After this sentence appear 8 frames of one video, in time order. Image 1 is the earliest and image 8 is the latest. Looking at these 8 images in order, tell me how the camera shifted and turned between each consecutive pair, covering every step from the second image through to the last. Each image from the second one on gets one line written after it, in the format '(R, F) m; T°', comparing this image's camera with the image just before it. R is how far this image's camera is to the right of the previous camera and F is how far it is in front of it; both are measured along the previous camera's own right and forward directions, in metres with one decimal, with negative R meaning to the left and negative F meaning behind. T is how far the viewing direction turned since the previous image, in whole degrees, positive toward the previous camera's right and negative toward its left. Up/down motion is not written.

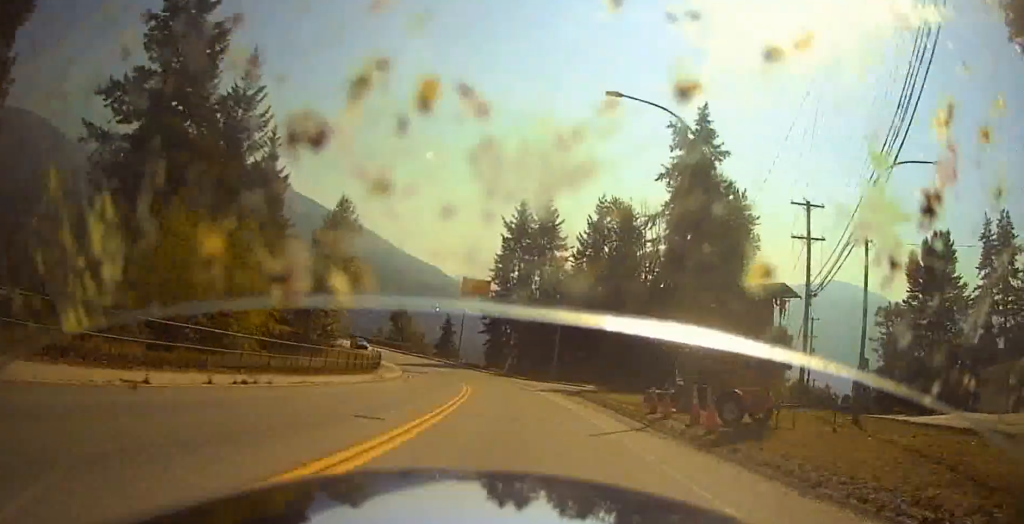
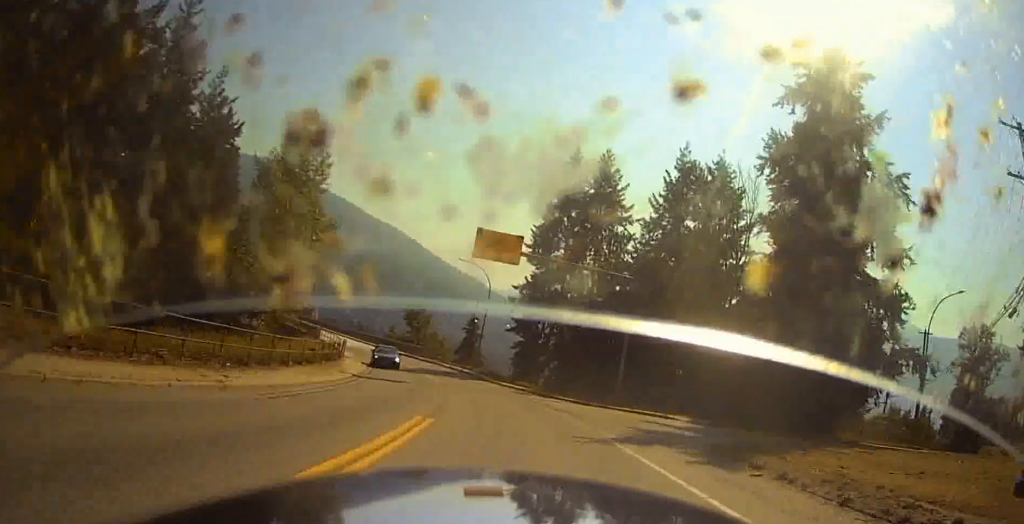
(-0.4, +26.2) m; -4°
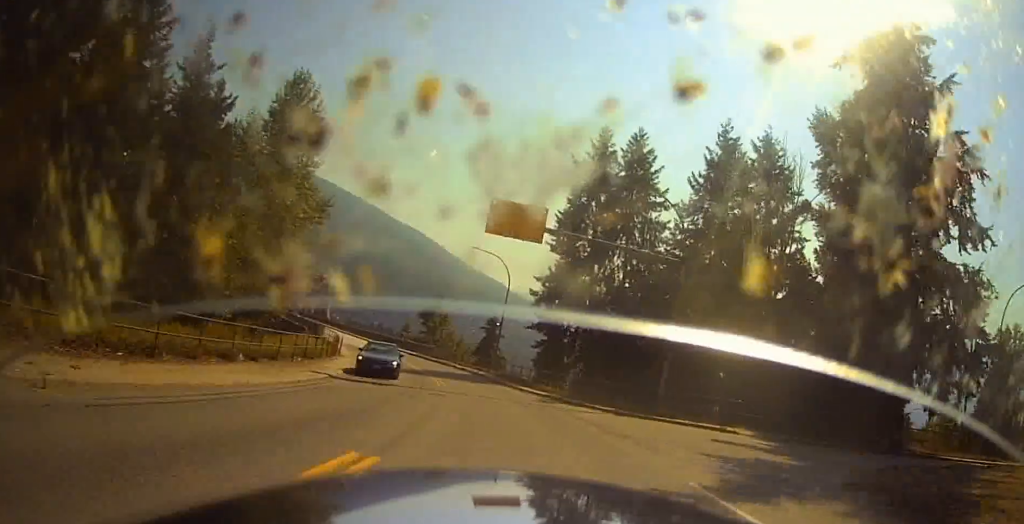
(0.0, +7.5) m; -2°
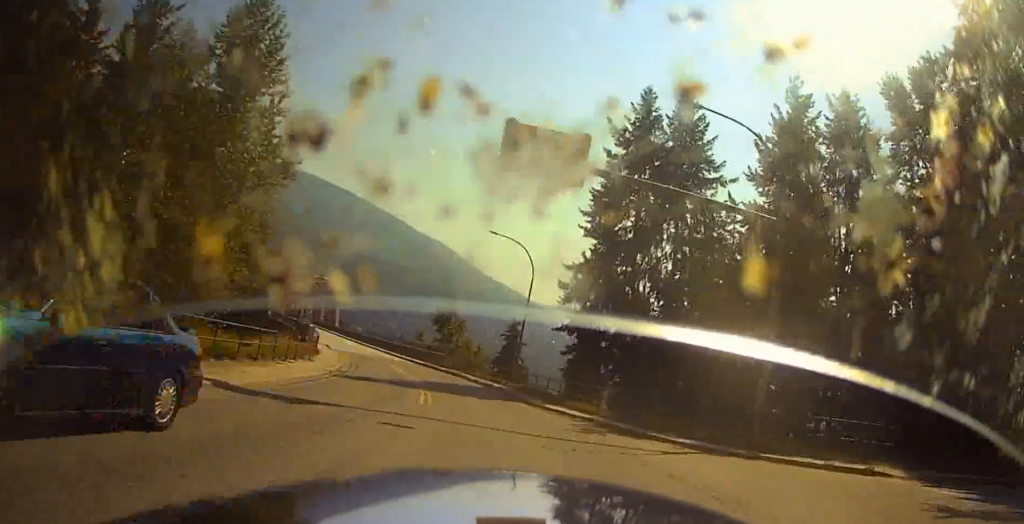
(-0.5, +11.7) m; -4°
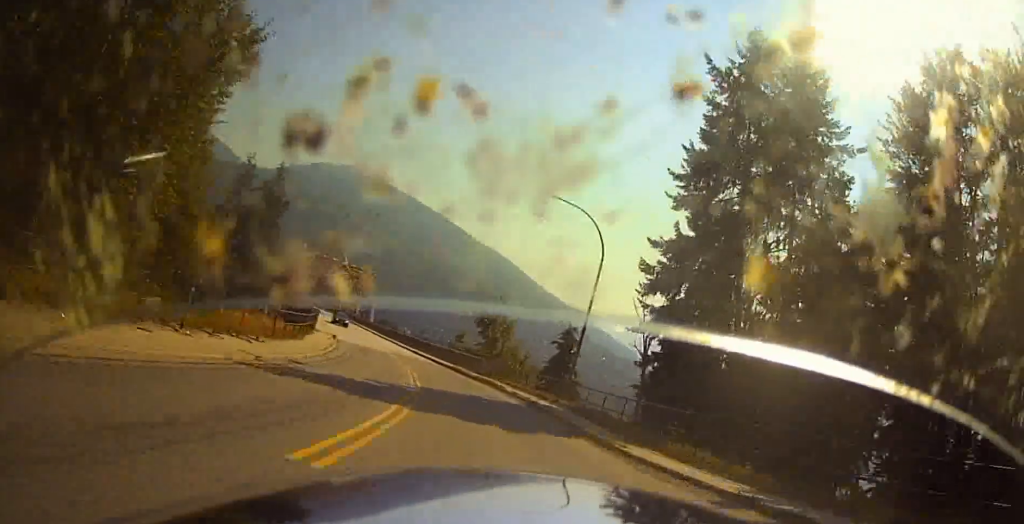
(-0.5, +14.2) m; -3°
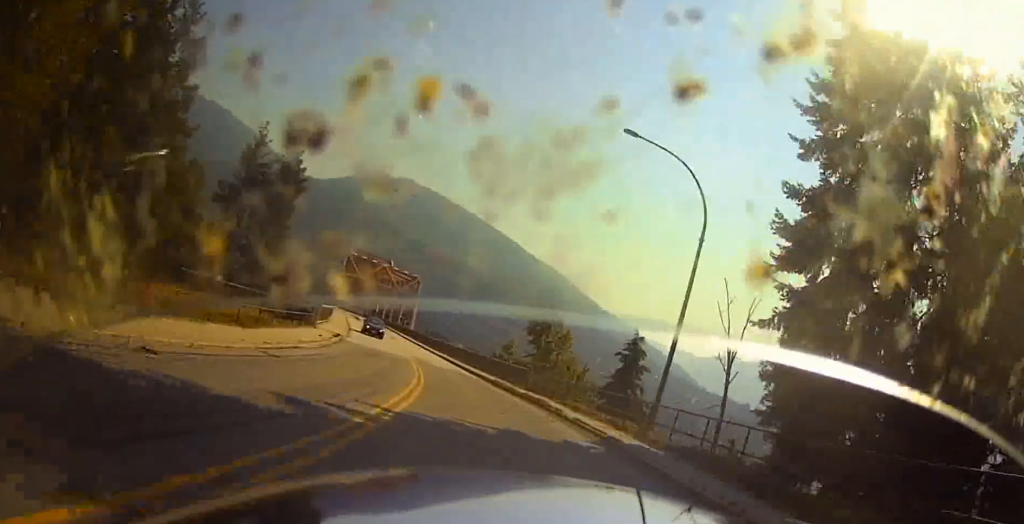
(-0.2, +13.4) m; -1°
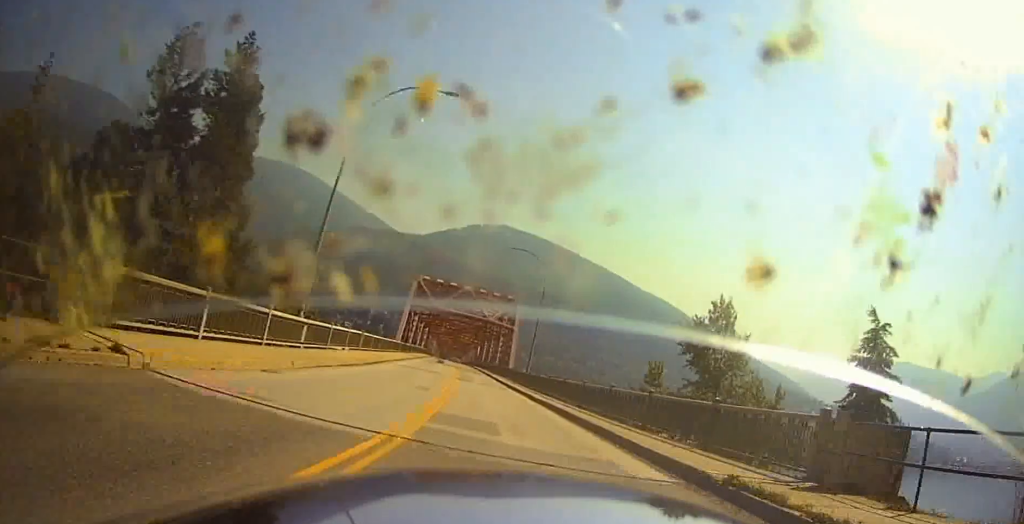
(-1.4, +33.4) m; -8°
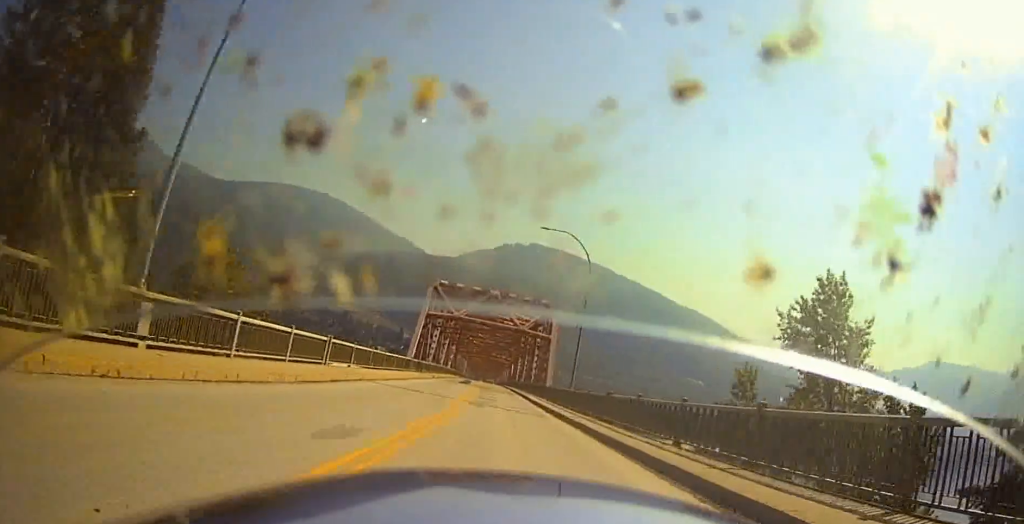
(-0.8, +16.9) m; -2°
